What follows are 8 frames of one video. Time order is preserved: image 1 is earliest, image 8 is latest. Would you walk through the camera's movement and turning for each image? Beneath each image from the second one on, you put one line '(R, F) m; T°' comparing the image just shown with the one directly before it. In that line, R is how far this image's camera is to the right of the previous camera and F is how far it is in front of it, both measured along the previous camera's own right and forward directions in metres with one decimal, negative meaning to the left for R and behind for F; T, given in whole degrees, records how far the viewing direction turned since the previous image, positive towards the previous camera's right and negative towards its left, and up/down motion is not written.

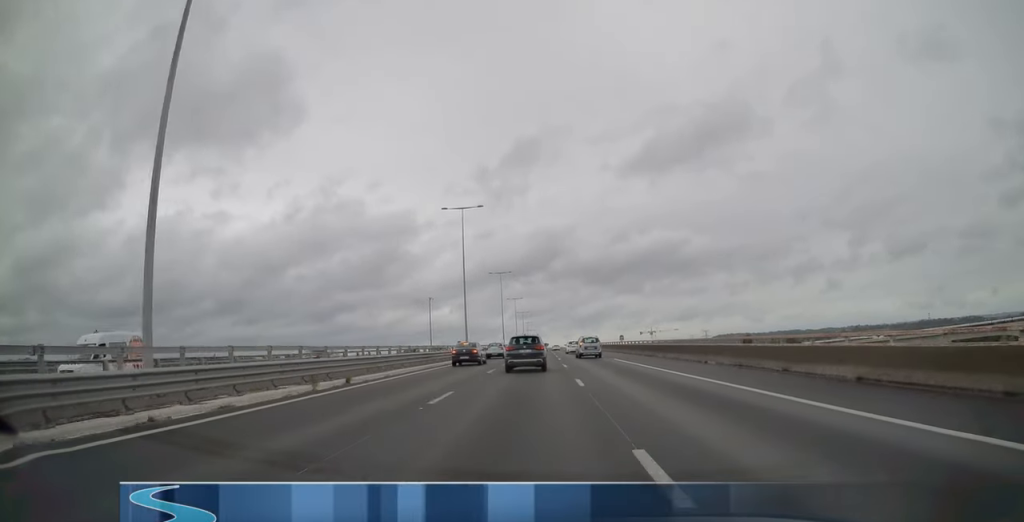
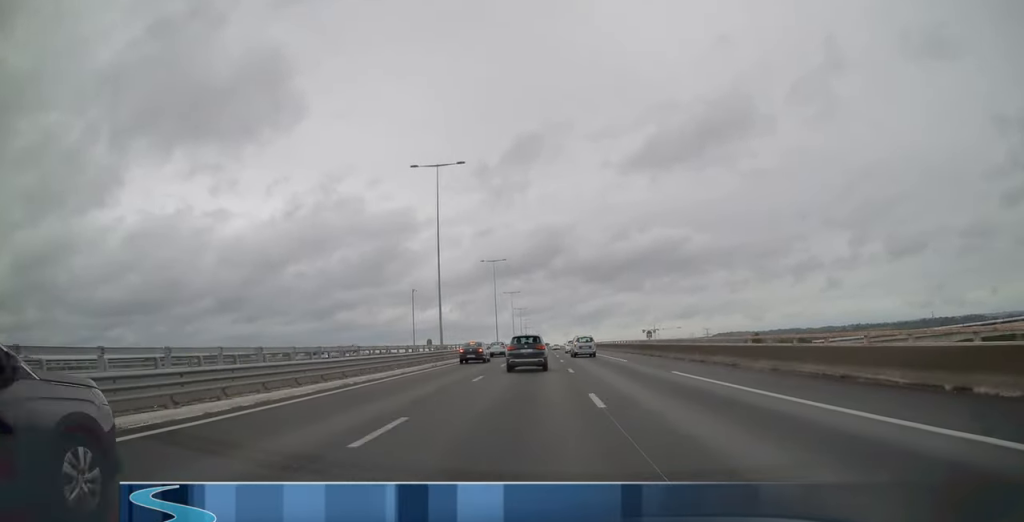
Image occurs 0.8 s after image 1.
(0.0, +19.1) m; 0°
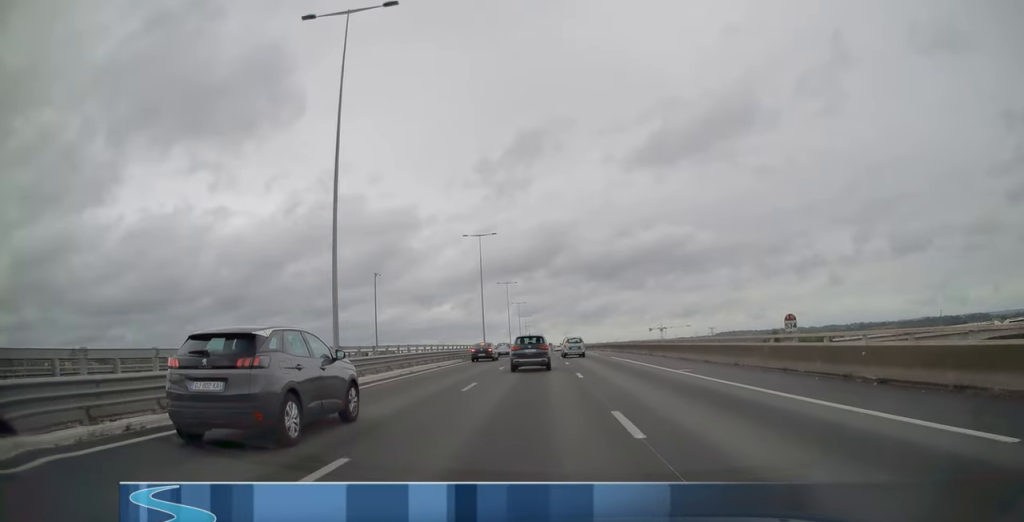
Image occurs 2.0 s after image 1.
(0.0, +30.7) m; 0°
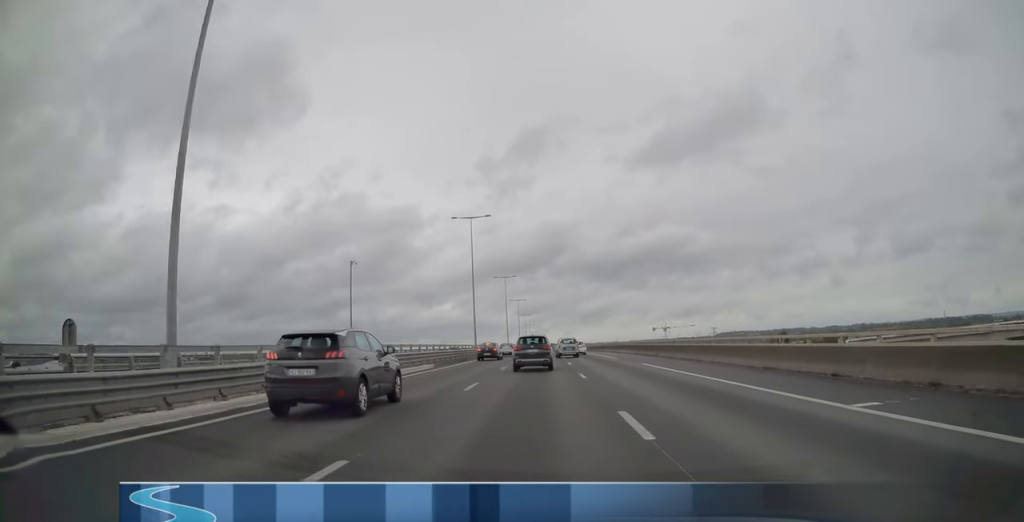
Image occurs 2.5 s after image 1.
(0.0, +13.7) m; 0°
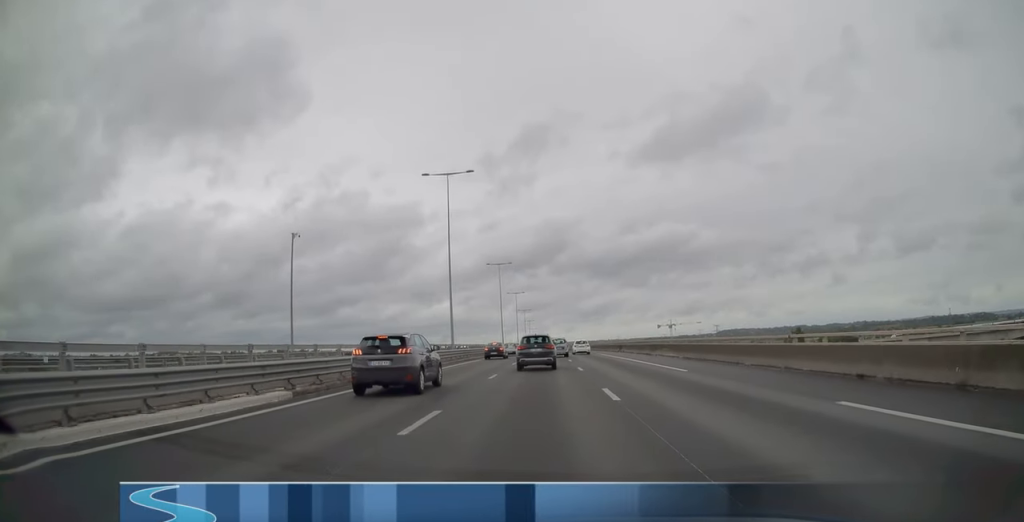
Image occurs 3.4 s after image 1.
(0.0, +21.2) m; 0°
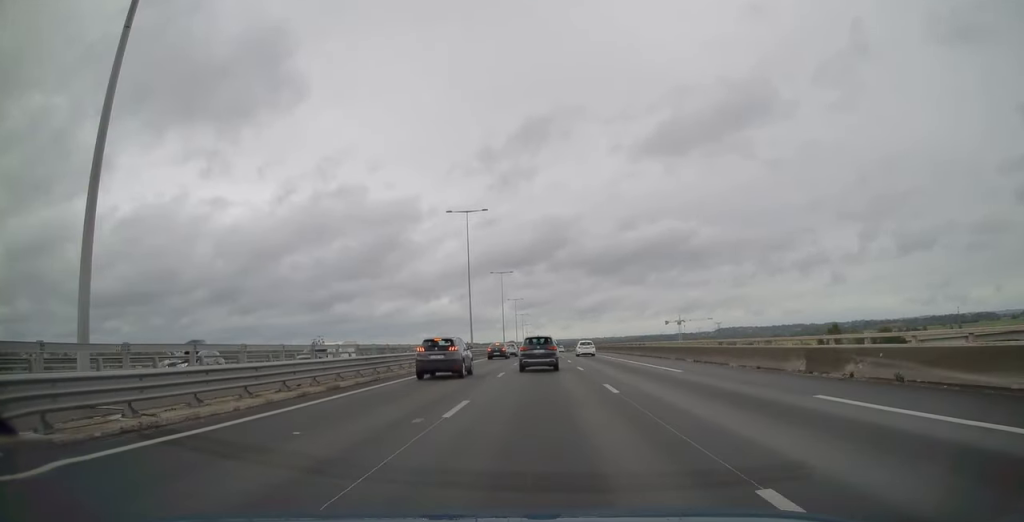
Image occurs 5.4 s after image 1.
(-0.2, +49.9) m; 0°
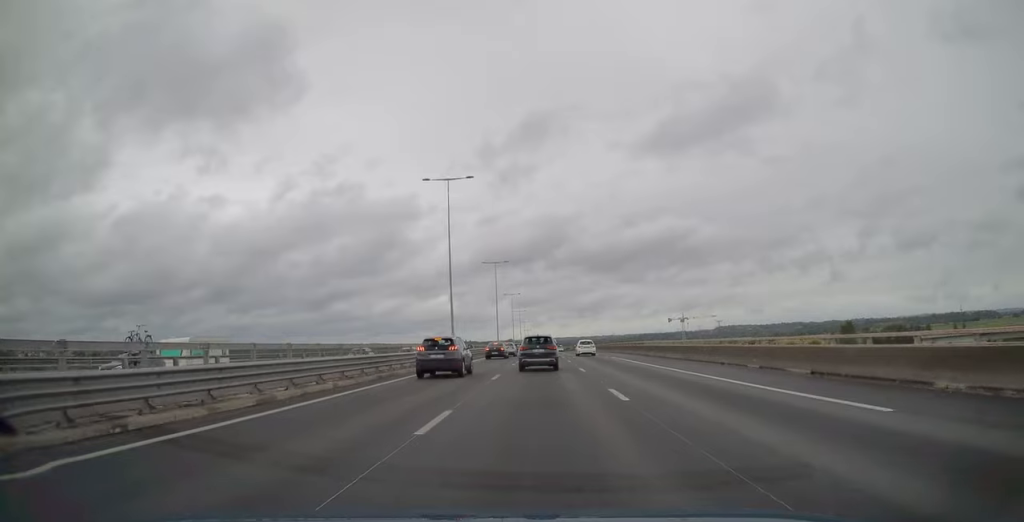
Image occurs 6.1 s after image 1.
(0.0, +15.1) m; 0°
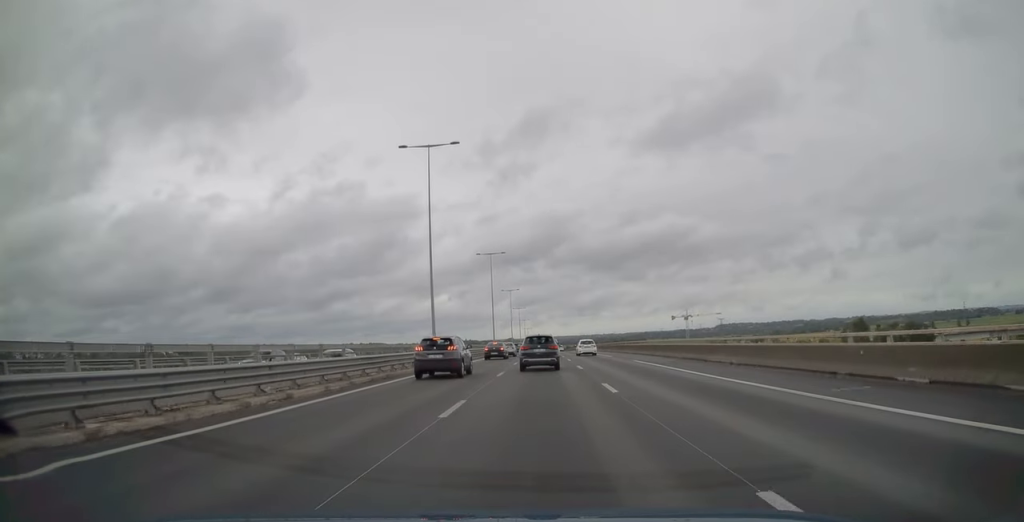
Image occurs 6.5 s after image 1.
(0.0, +11.0) m; 0°
